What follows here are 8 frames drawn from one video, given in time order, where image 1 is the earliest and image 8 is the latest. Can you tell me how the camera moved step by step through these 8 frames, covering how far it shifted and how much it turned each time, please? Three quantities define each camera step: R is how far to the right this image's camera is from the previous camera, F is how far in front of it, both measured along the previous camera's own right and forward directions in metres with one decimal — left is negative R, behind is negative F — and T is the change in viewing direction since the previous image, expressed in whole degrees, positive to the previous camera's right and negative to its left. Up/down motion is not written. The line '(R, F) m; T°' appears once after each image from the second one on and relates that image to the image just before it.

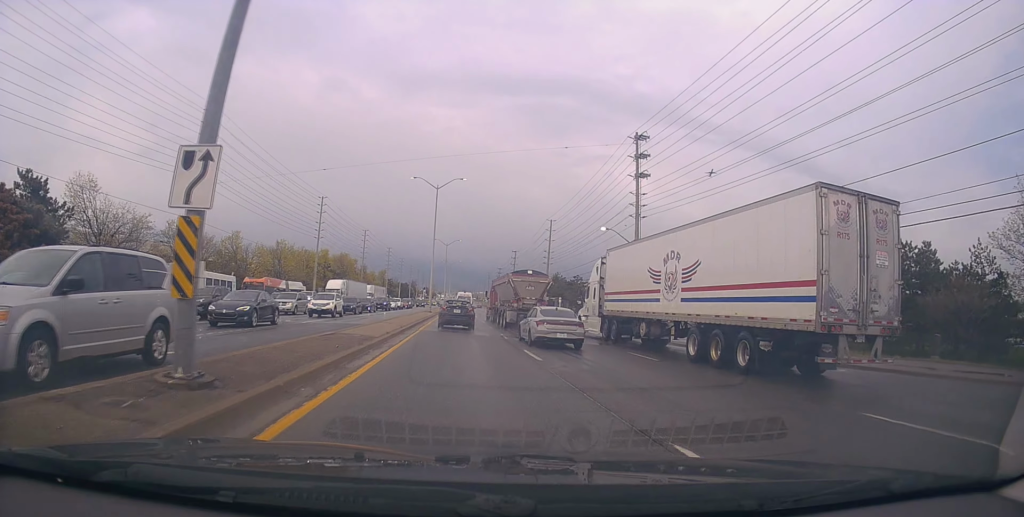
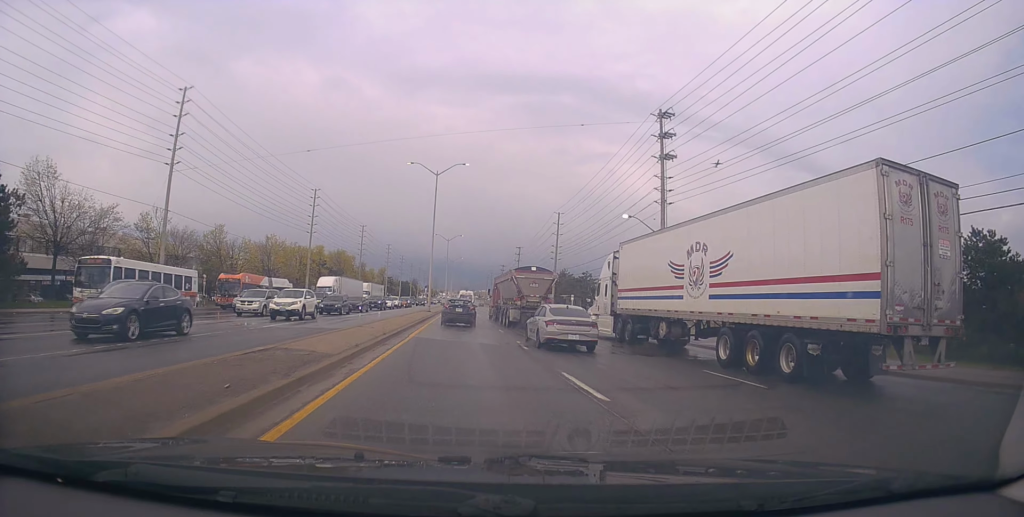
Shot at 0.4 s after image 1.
(0.0, +6.1) m; 0°
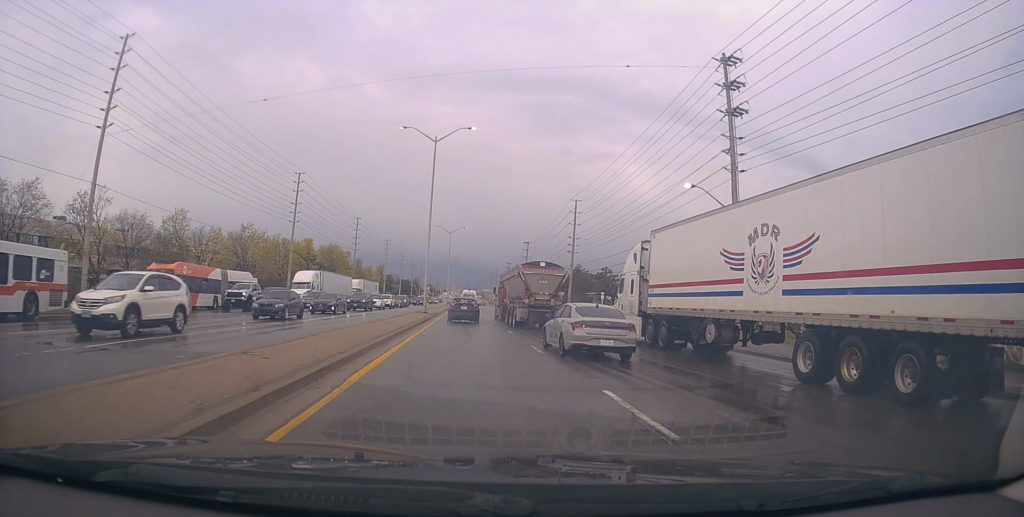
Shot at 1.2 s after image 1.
(0.0, +11.4) m; +1°
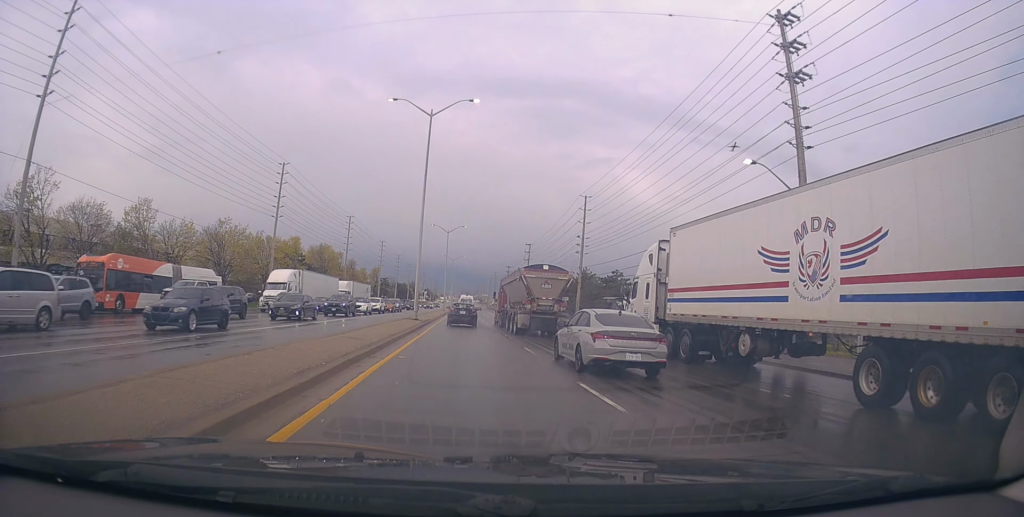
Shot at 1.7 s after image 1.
(+0.1, +7.1) m; 0°
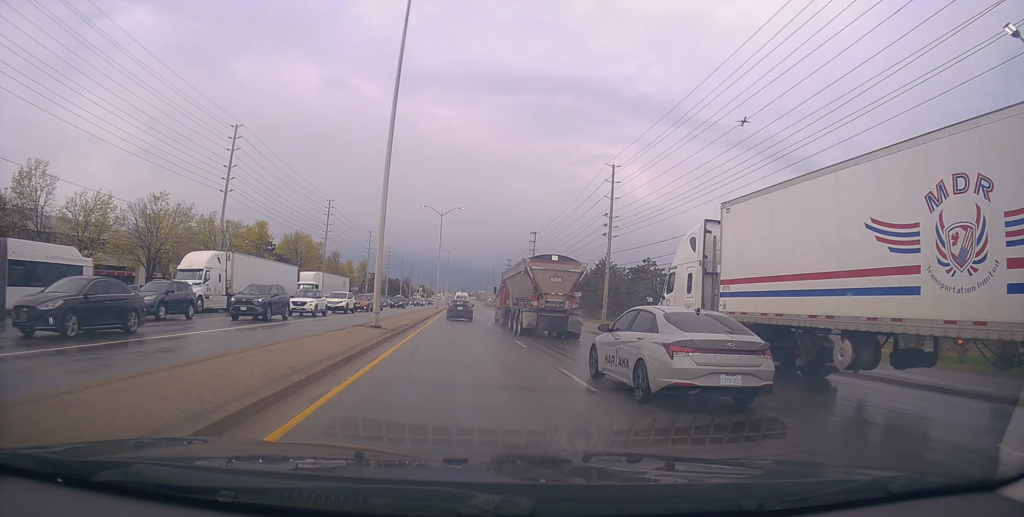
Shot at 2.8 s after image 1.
(-0.1, +15.7) m; -1°
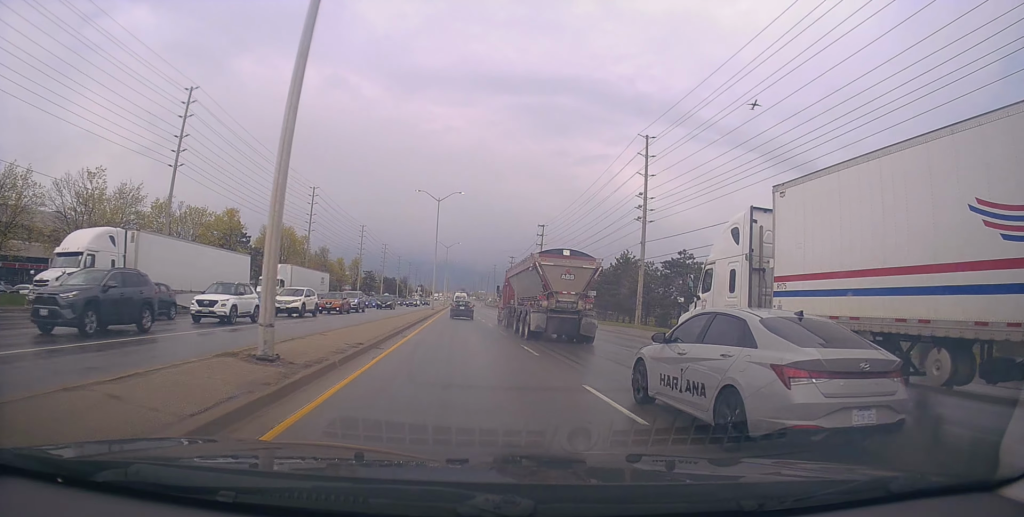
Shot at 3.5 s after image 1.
(-0.1, +11.6) m; +1°
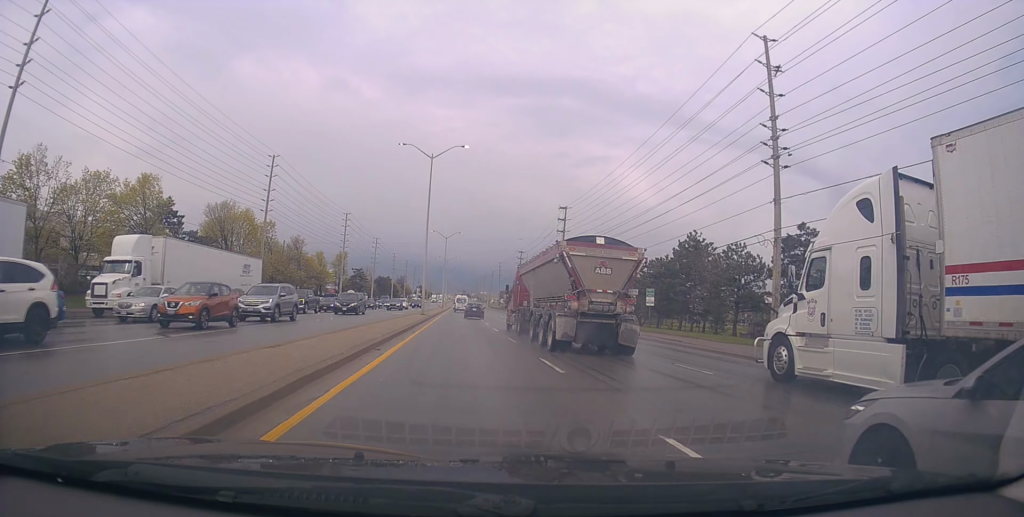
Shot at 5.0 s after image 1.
(+0.7, +21.8) m; +1°
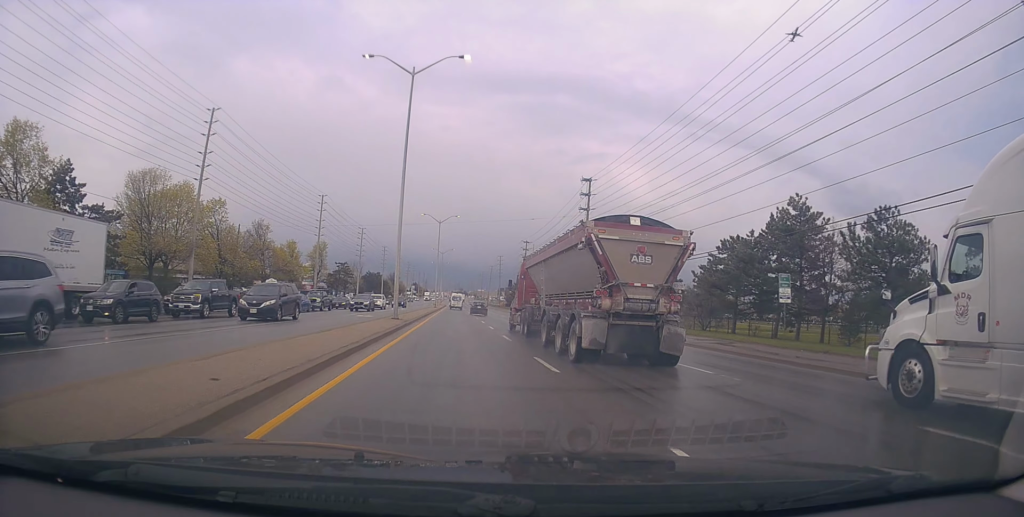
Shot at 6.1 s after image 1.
(-0.6, +18.0) m; -1°
